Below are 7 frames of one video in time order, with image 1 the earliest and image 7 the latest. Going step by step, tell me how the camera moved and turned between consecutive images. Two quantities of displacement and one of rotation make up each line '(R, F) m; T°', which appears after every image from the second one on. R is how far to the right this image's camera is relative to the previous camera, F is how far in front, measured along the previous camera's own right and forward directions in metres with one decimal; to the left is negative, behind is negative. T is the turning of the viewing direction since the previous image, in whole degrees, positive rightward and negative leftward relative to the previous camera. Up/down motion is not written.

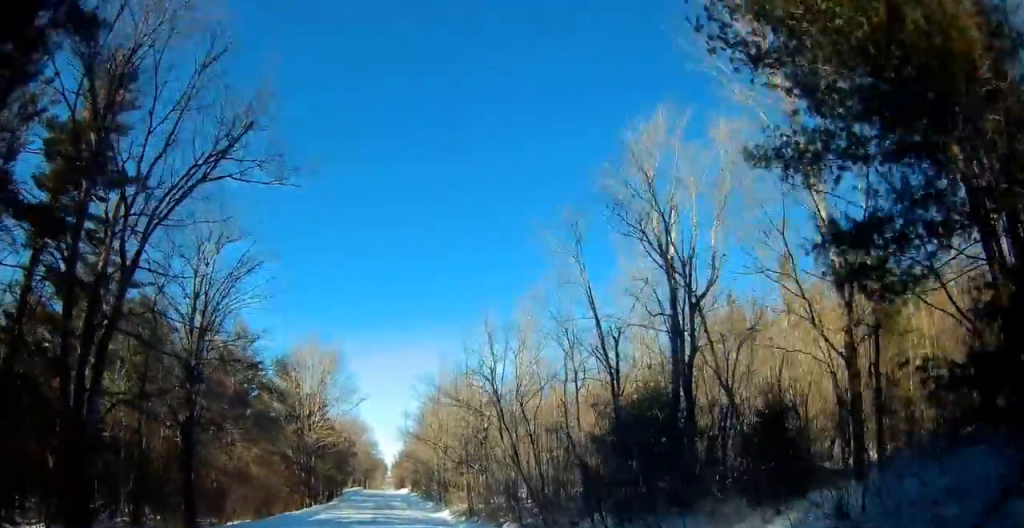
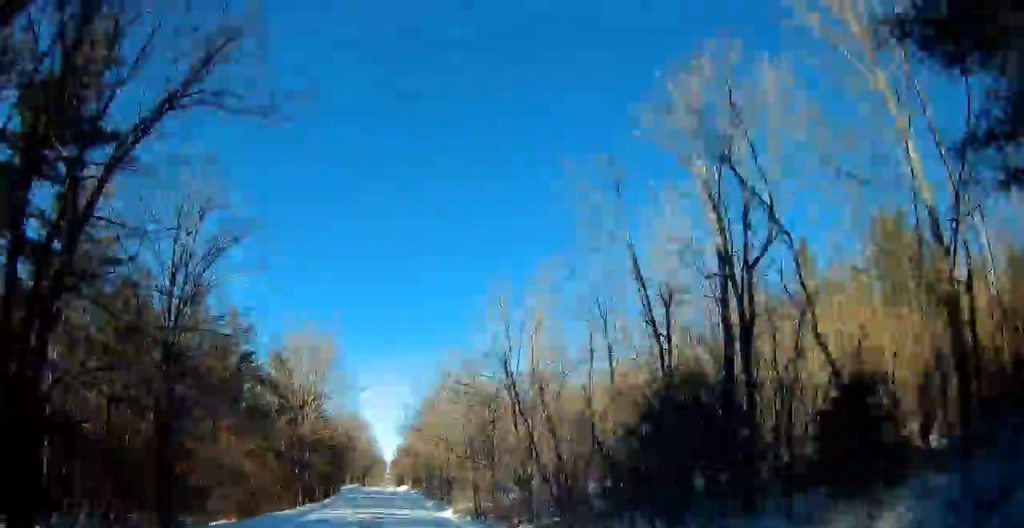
(+0.1, +2.8) m; 0°
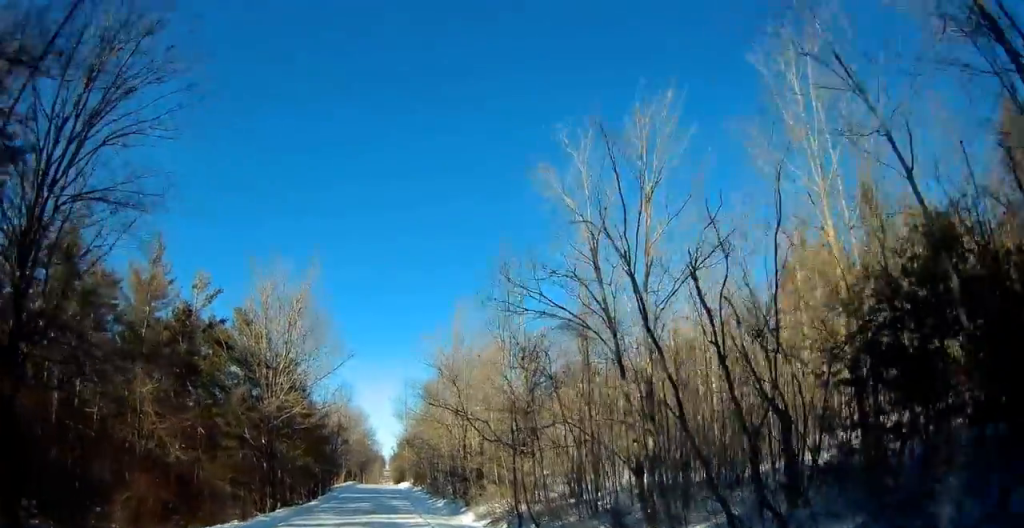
(-0.1, +10.1) m; -3°
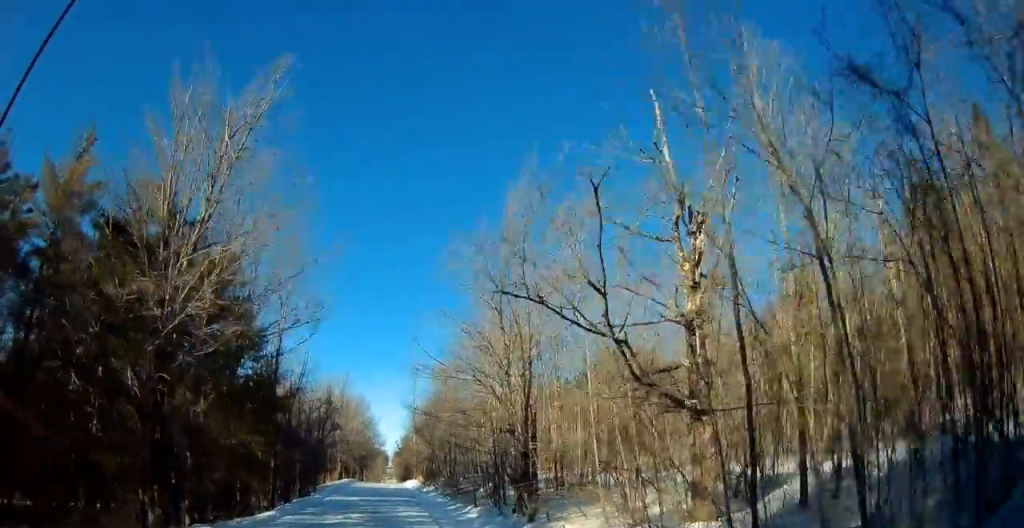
(+0.3, +14.8) m; +3°
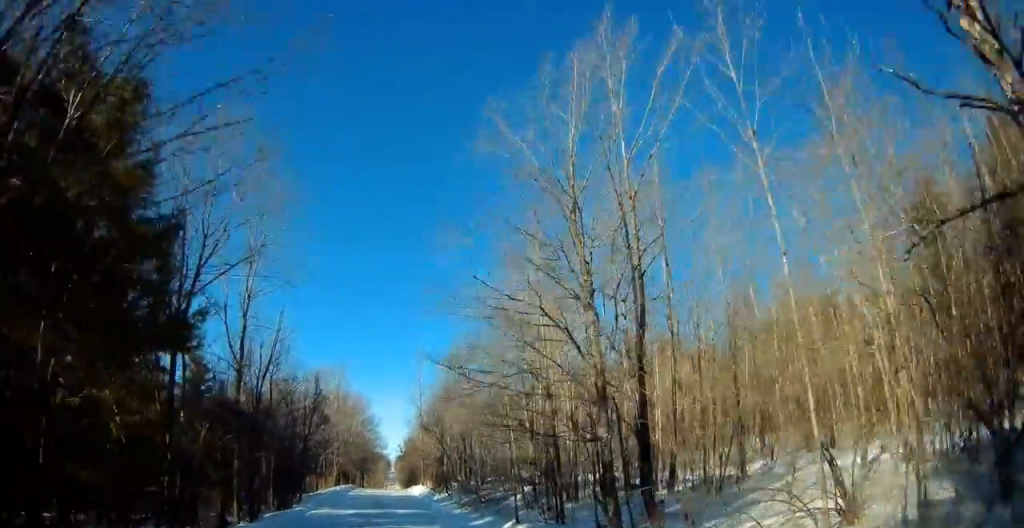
(-0.1, +9.2) m; -1°
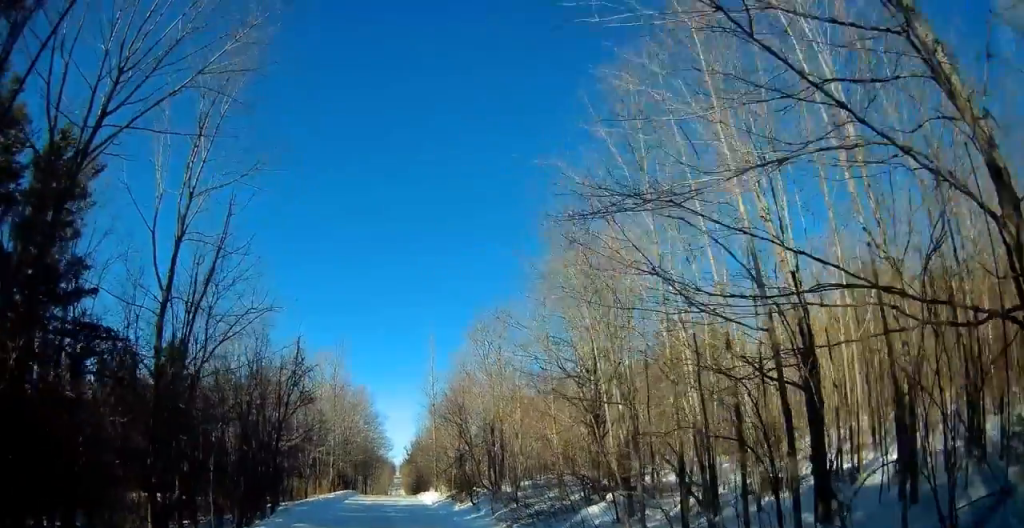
(-0.2, +10.5) m; -1°
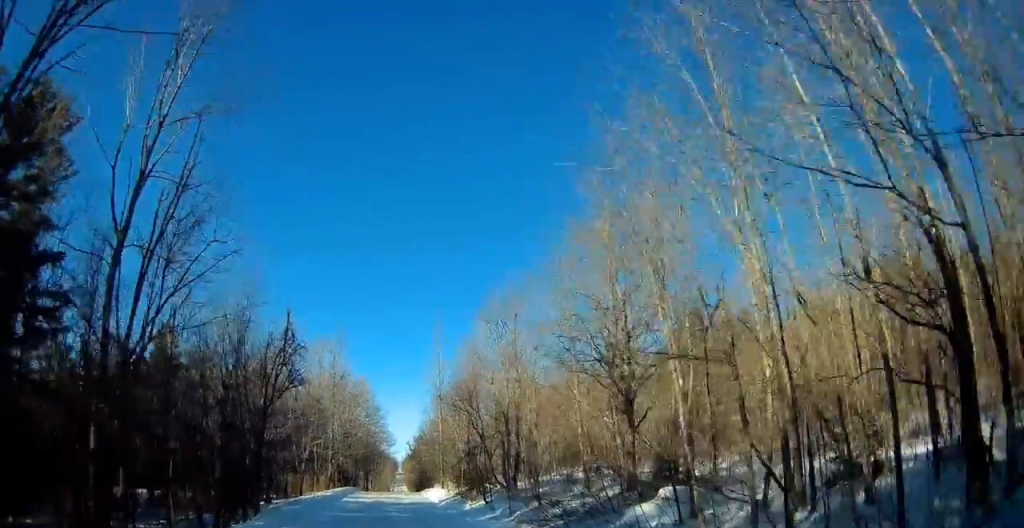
(0.0, +3.7) m; 0°
